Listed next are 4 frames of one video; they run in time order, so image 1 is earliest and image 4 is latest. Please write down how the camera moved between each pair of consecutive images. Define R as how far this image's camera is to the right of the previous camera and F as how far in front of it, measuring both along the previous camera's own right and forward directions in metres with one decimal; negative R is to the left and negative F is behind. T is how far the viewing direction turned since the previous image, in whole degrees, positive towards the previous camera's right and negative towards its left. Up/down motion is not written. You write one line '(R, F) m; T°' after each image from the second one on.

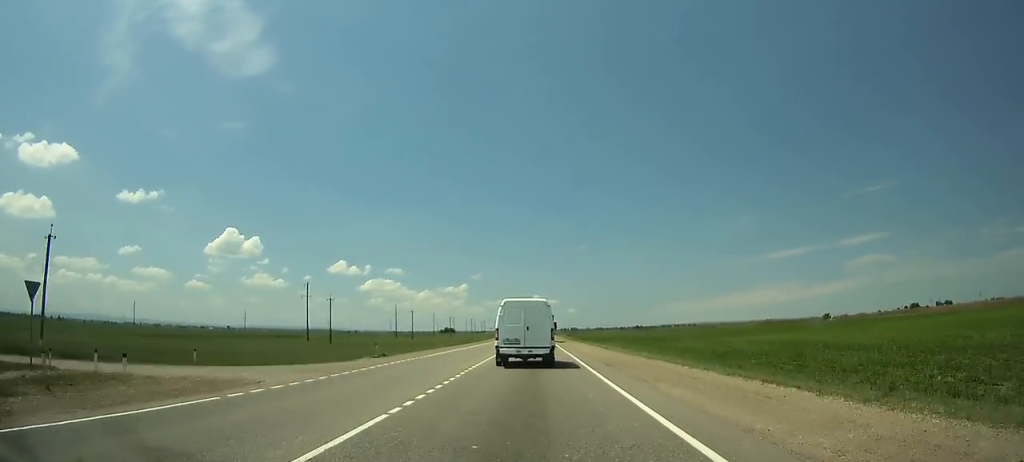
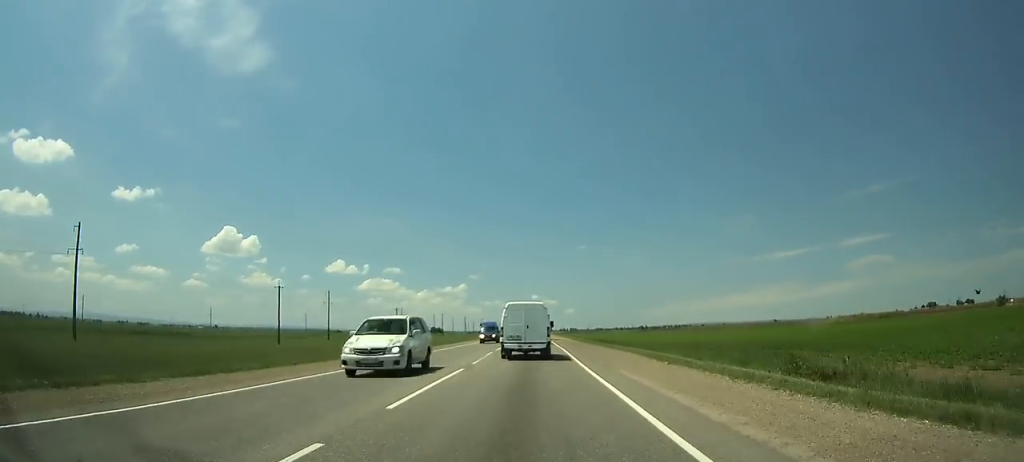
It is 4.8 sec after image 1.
(-0.2, +85.3) m; 0°
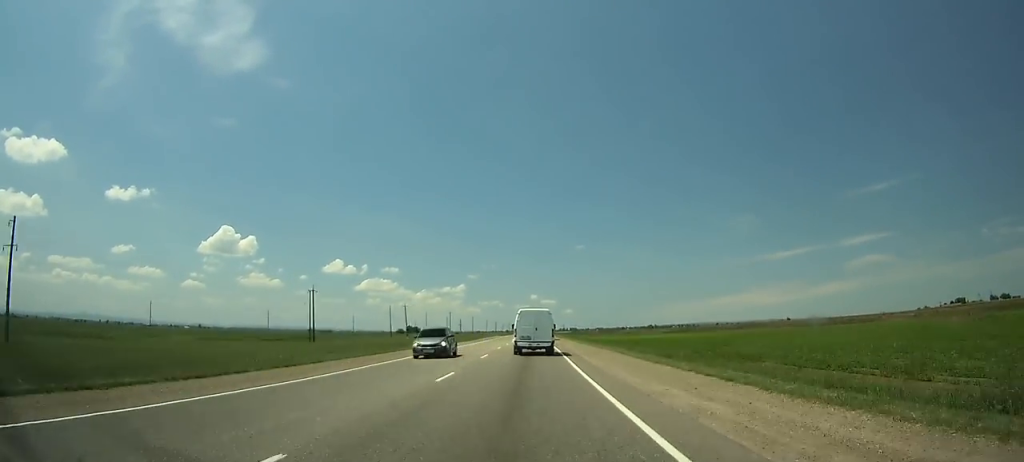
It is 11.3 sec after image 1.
(+0.2, +120.8) m; 0°
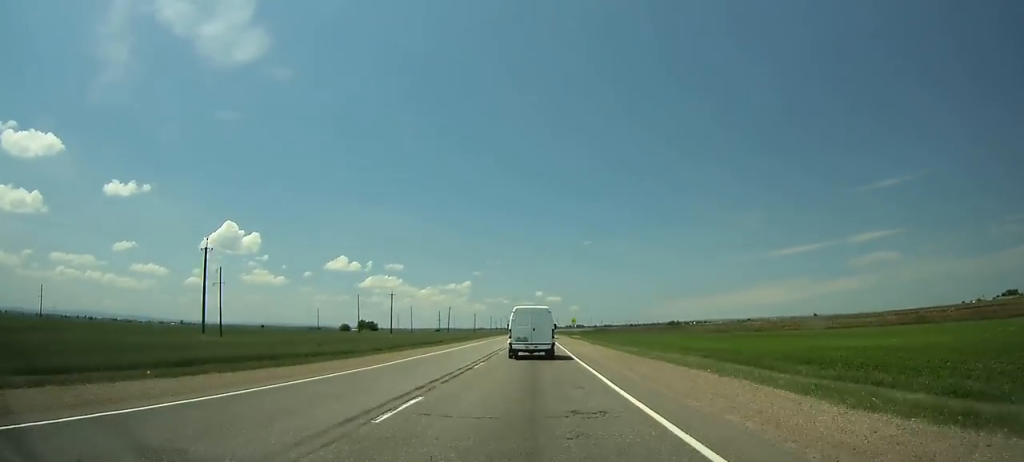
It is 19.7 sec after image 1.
(-0.2, +161.8) m; 0°
